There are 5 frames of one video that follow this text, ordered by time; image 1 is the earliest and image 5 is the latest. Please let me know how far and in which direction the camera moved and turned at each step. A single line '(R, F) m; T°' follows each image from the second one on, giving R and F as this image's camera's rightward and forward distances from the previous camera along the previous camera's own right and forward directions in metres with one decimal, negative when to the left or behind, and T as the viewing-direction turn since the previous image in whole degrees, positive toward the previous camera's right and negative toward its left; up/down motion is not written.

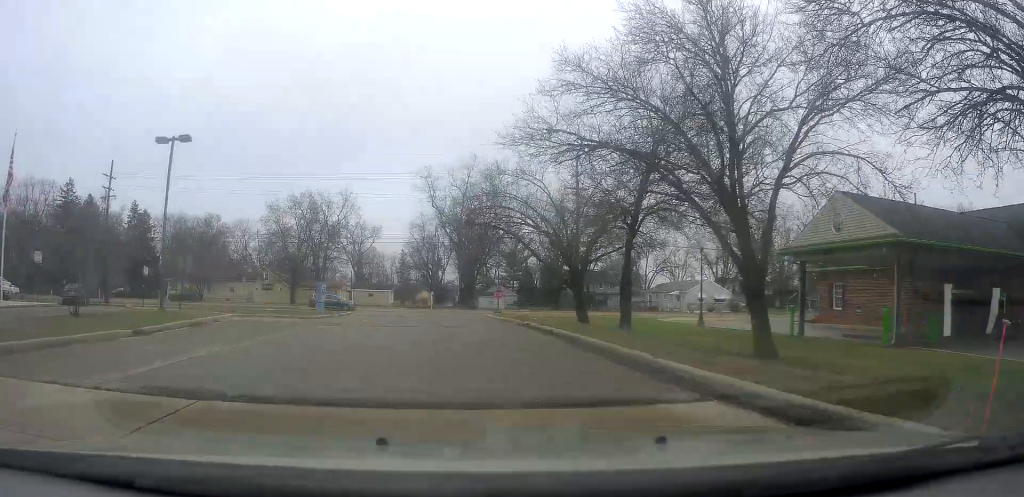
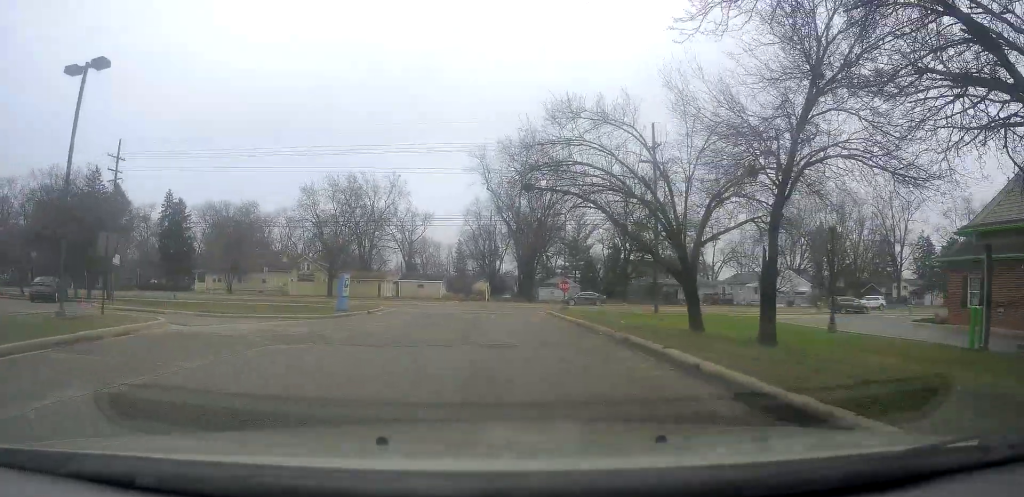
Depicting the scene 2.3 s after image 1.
(-1.0, +10.5) m; -7°
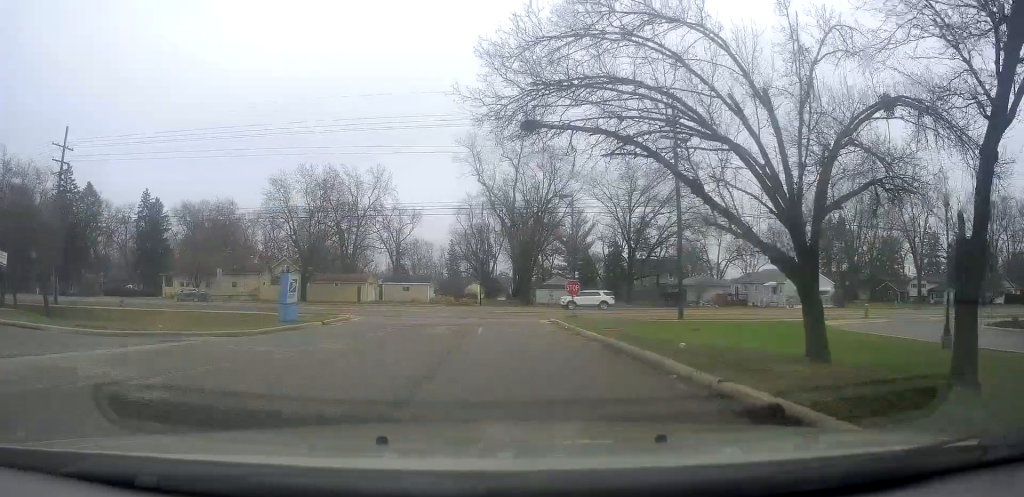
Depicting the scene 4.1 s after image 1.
(+0.1, +8.0) m; +3°
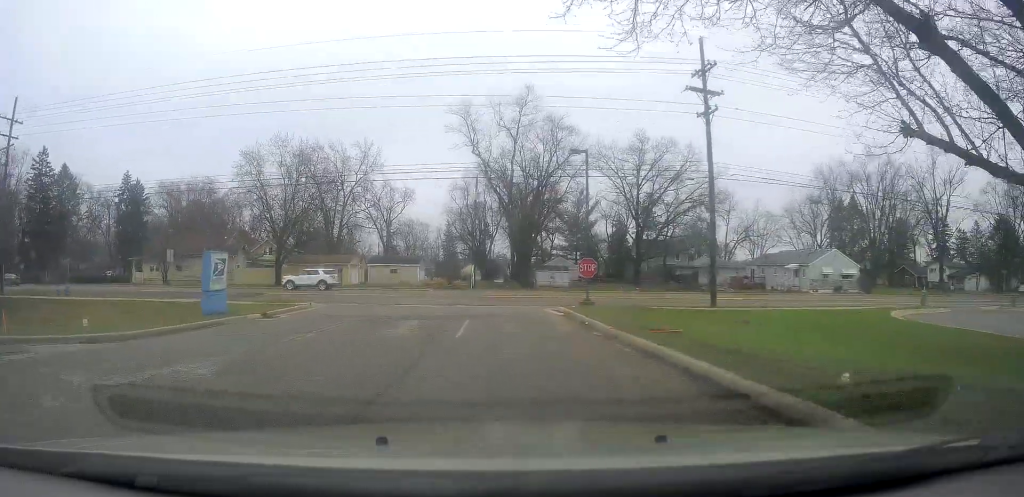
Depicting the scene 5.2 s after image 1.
(+0.2, +5.9) m; +2°
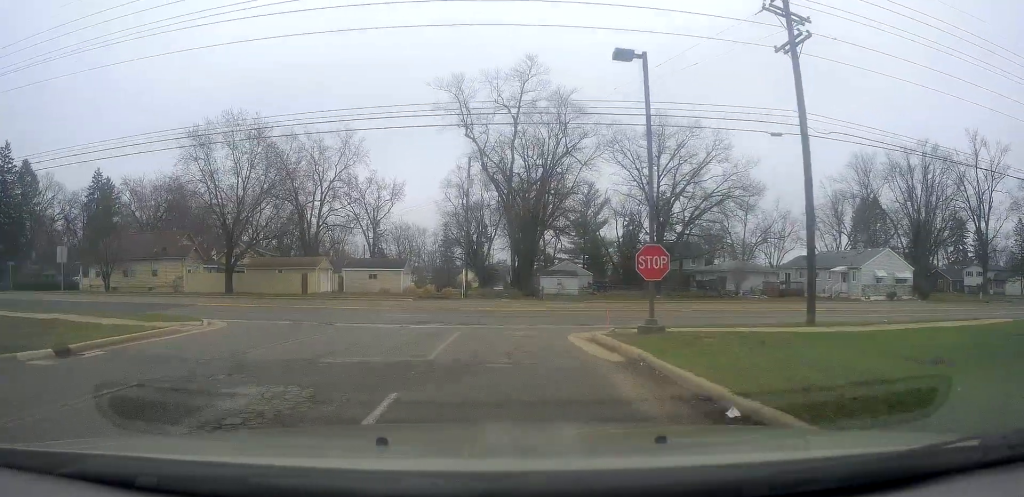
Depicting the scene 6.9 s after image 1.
(+0.1, +10.0) m; +1°
